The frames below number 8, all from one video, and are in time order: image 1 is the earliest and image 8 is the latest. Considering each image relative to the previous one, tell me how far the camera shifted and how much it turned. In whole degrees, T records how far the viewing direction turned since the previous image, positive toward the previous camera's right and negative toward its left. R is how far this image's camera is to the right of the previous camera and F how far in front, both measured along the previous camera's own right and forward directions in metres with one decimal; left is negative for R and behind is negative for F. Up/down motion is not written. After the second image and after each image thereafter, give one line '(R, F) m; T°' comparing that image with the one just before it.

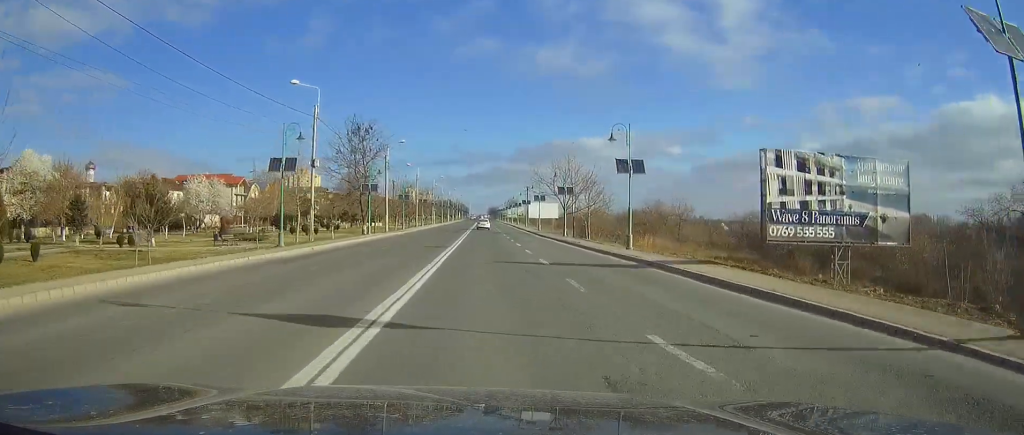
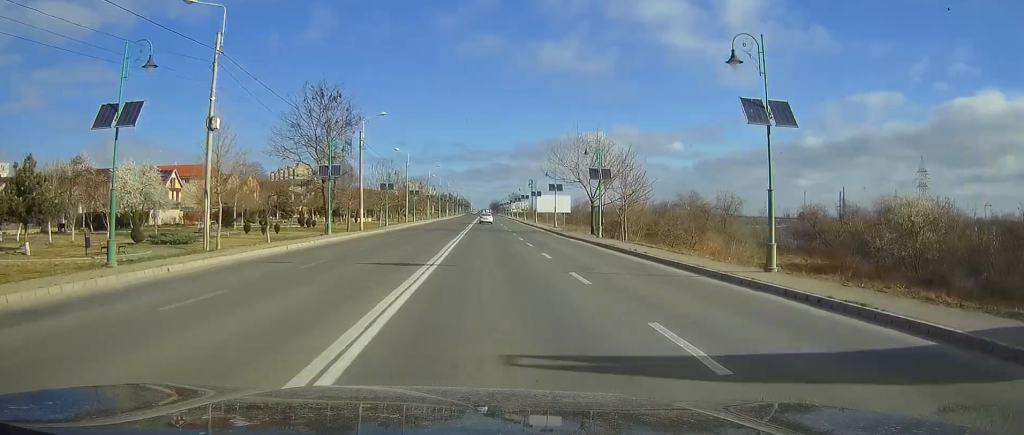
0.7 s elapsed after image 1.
(0.0, +17.7) m; 0°
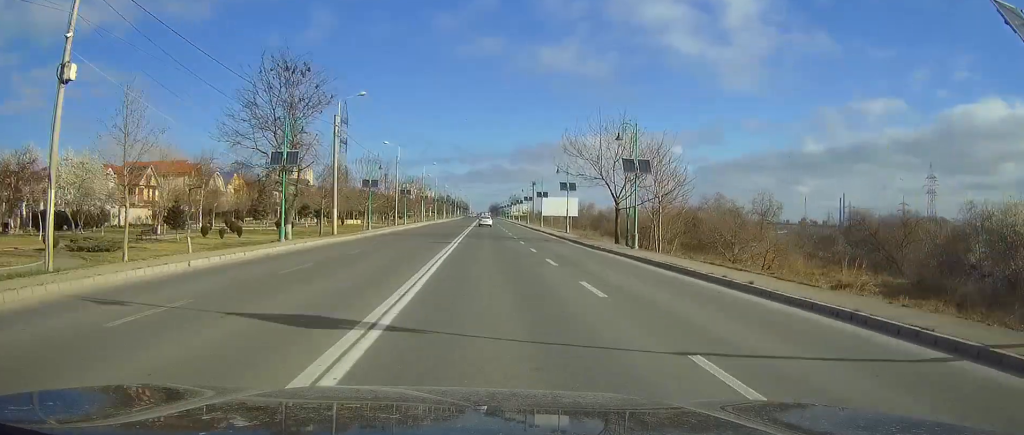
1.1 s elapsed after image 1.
(0.0, +10.9) m; 0°
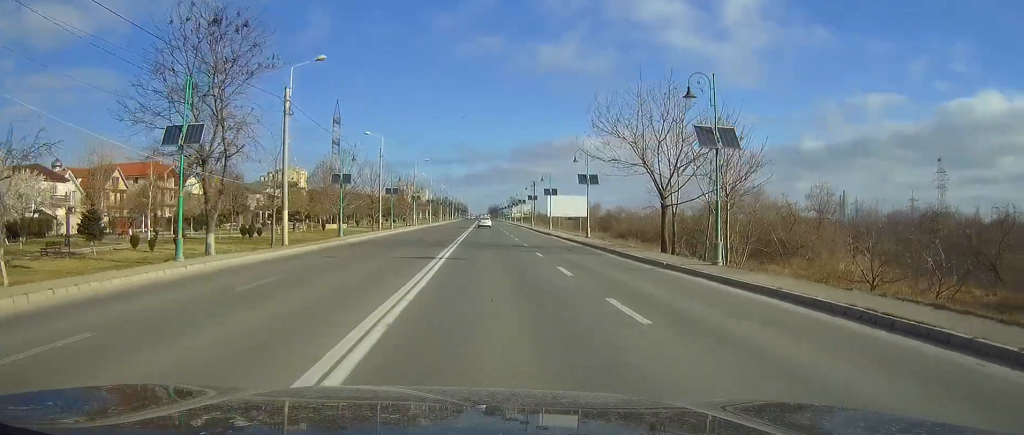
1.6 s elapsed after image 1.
(0.0, +12.6) m; 0°
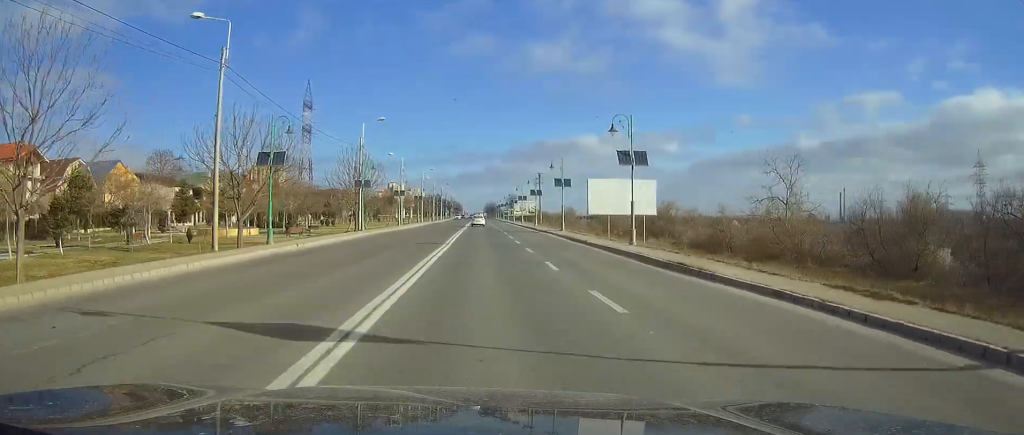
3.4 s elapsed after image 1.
(+0.2, +44.4) m; 0°
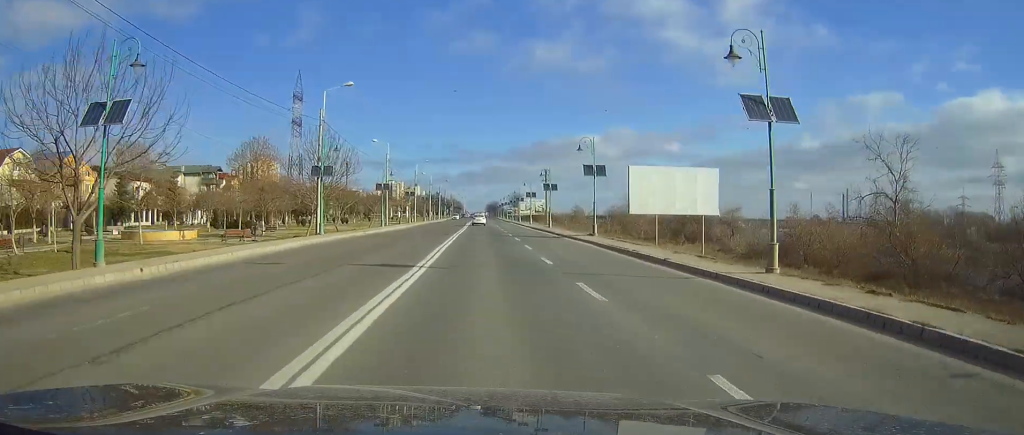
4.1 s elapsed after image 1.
(0.0, +16.6) m; 0°
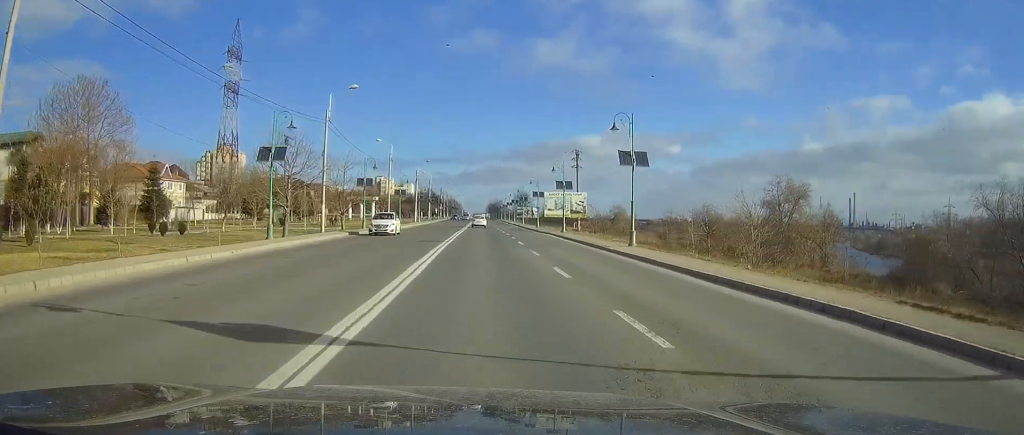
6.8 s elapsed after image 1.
(-0.1, +67.8) m; 0°
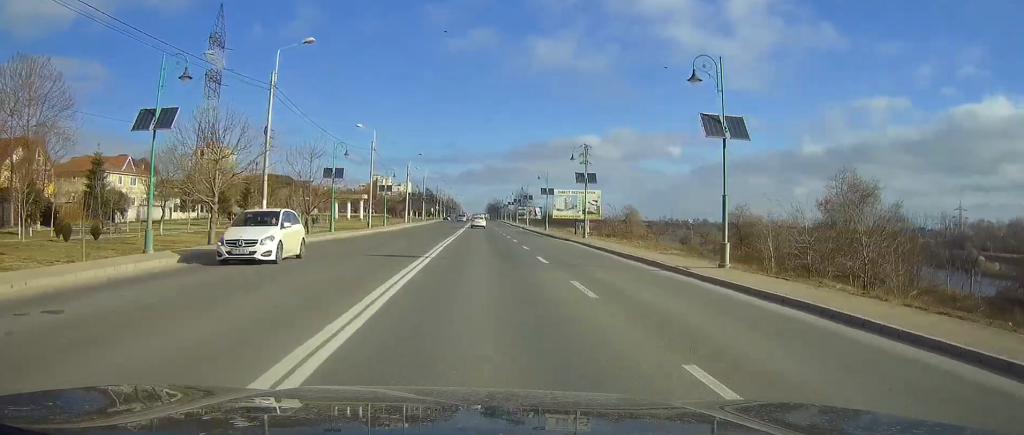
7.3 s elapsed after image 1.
(0.0, +13.1) m; 0°
